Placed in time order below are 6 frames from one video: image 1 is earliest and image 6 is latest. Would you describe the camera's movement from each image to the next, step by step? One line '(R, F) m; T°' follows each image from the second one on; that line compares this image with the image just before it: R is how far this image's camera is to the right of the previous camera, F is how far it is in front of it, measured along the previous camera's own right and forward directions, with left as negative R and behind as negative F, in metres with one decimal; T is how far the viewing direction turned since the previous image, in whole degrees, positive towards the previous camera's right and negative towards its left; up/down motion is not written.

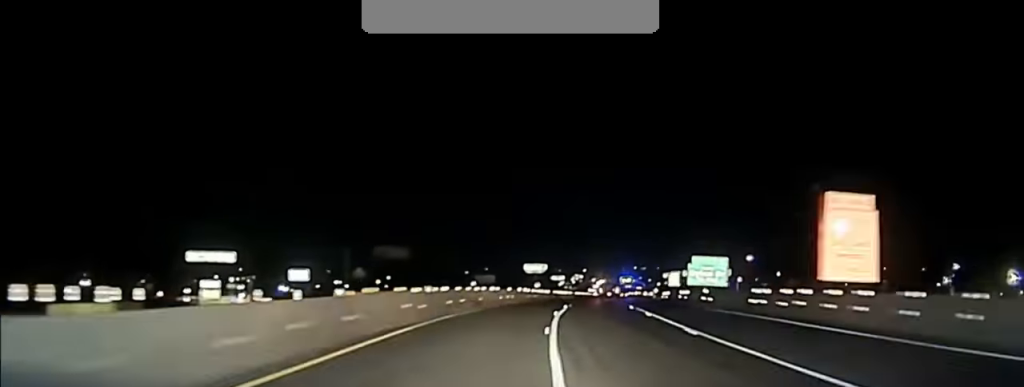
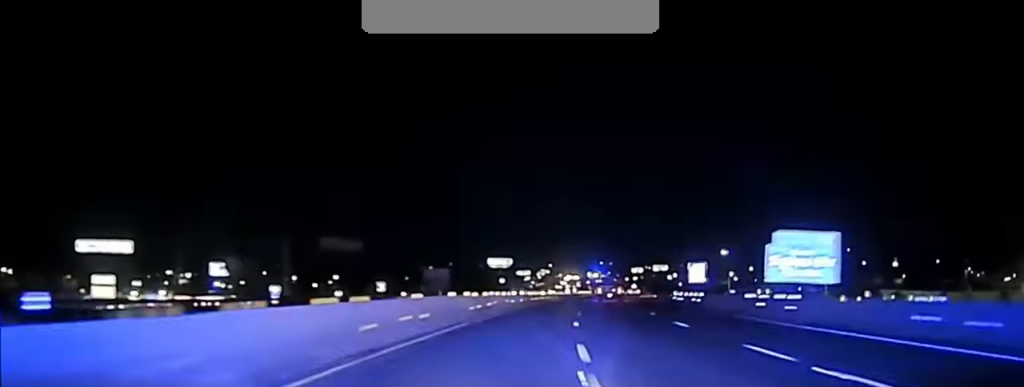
(+0.1, +35.1) m; +1°
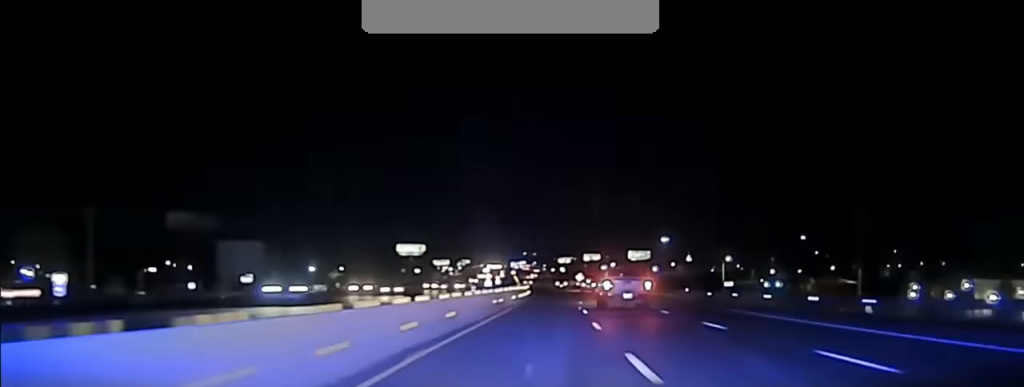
(+2.8, +75.2) m; +5°
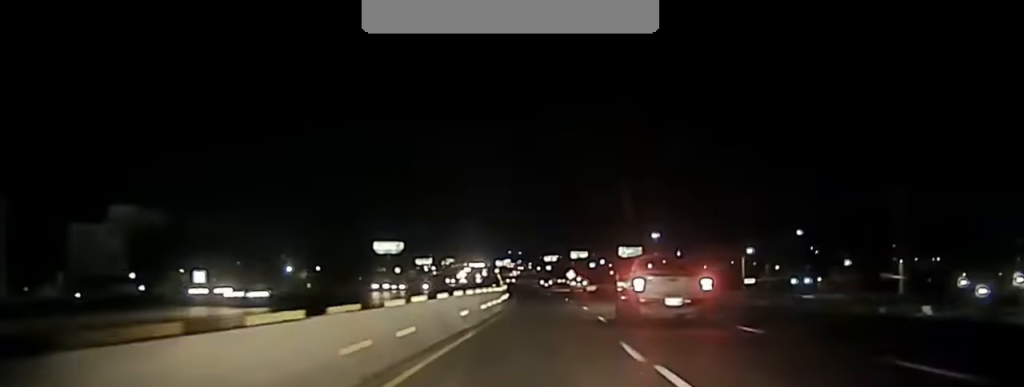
(+0.5, +26.6) m; +1°
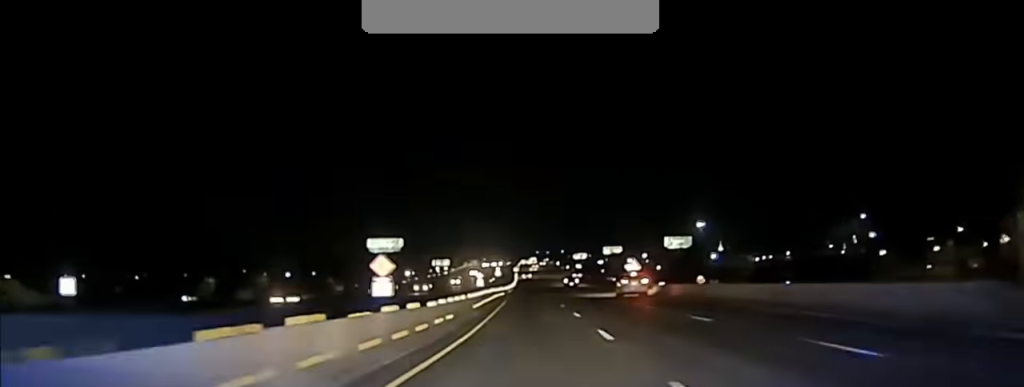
(+1.0, +77.6) m; 0°
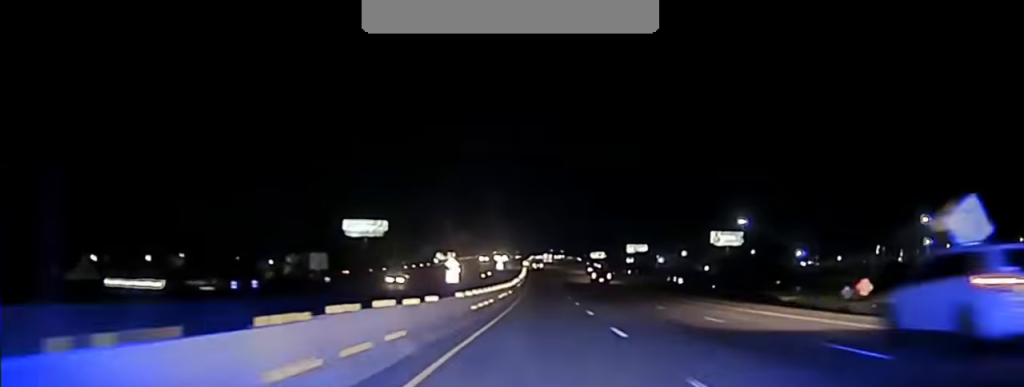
(-1.2, +73.9) m; -2°
